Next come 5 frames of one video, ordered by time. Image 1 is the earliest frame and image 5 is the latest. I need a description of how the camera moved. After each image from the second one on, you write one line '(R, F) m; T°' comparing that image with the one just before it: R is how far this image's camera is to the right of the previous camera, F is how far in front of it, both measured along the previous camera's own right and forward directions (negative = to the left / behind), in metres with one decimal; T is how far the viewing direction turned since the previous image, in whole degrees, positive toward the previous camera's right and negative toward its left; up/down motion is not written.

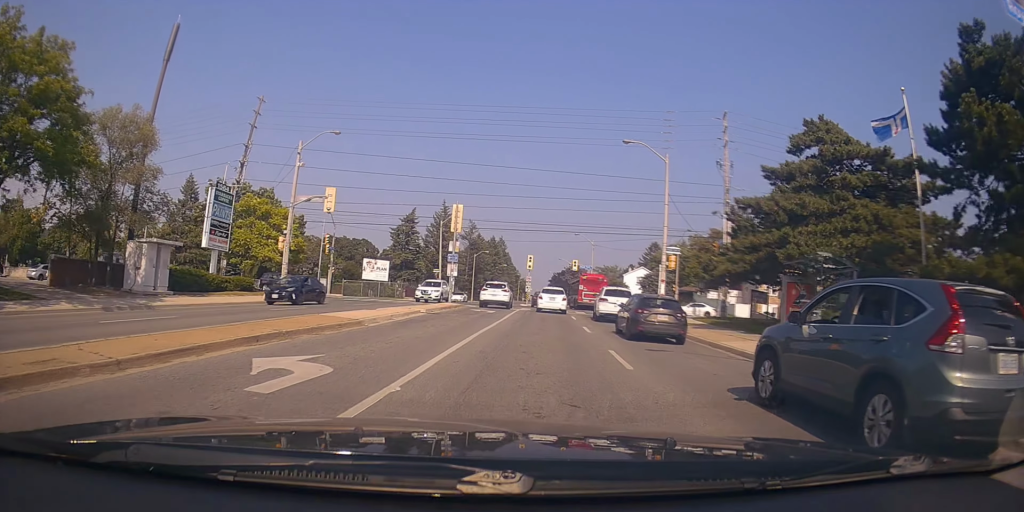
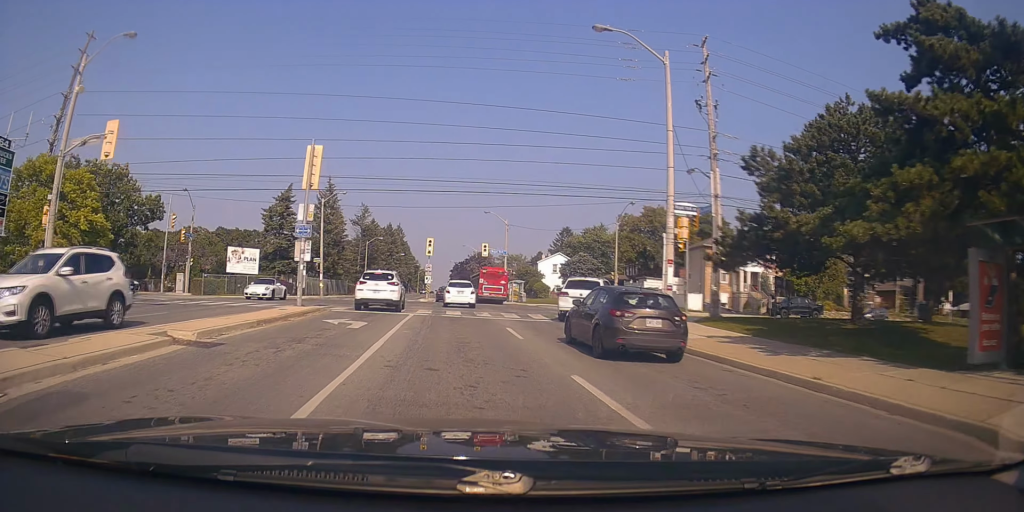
(+1.8, +13.1) m; +10°
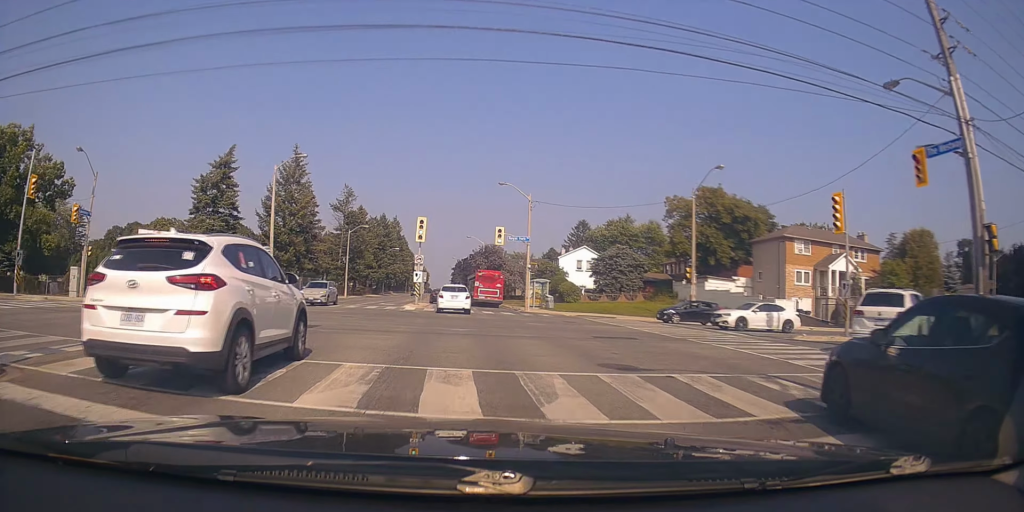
(-0.6, +17.0) m; -3°
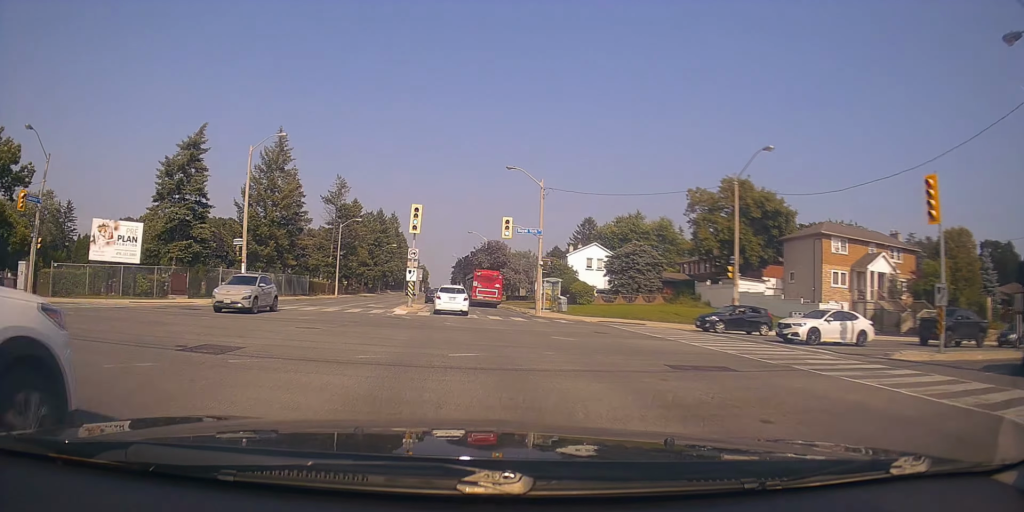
(0.0, +5.7) m; 0°
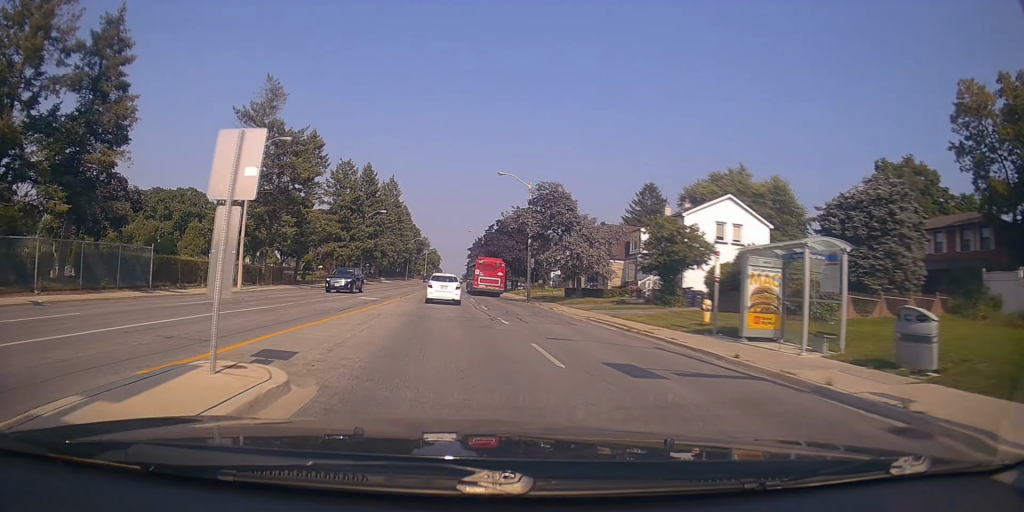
(+0.5, +34.4) m; +1°
